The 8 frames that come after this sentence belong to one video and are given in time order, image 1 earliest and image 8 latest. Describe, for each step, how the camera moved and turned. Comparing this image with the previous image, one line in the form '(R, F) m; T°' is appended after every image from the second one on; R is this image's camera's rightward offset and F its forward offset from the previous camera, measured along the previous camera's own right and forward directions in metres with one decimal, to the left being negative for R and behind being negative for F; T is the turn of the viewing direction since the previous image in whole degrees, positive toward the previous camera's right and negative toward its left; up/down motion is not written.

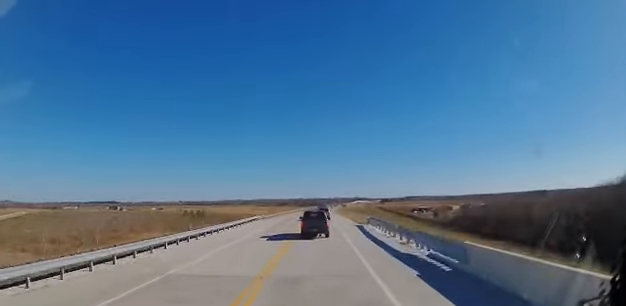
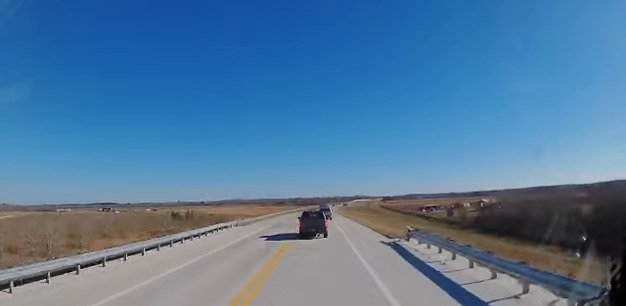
(+0.3, +17.8) m; +1°
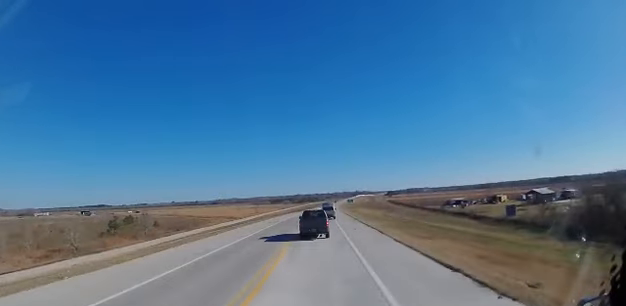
(-1.1, +50.4) m; -1°
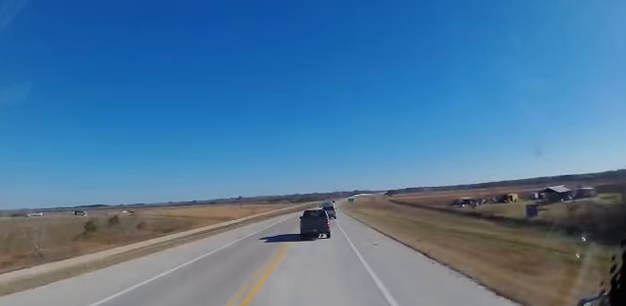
(+0.1, +12.1) m; 0°
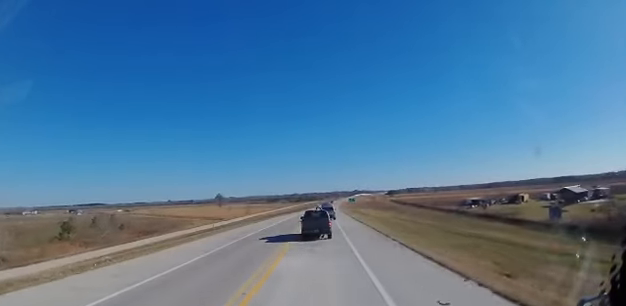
(+0.3, +10.8) m; -1°
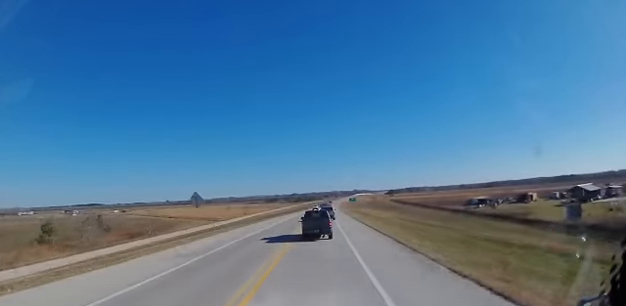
(-0.2, +7.7) m; 0°
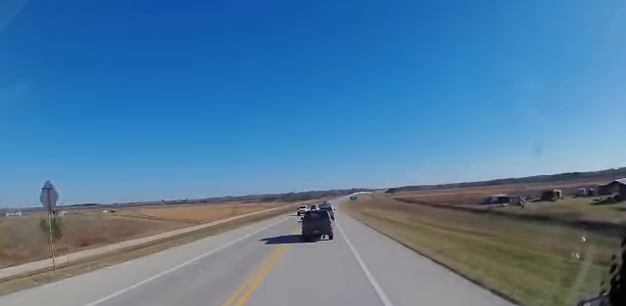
(-0.2, +20.0) m; +1°
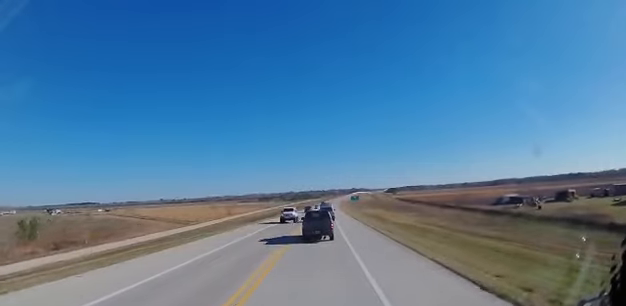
(+0.1, +9.4) m; +2°
